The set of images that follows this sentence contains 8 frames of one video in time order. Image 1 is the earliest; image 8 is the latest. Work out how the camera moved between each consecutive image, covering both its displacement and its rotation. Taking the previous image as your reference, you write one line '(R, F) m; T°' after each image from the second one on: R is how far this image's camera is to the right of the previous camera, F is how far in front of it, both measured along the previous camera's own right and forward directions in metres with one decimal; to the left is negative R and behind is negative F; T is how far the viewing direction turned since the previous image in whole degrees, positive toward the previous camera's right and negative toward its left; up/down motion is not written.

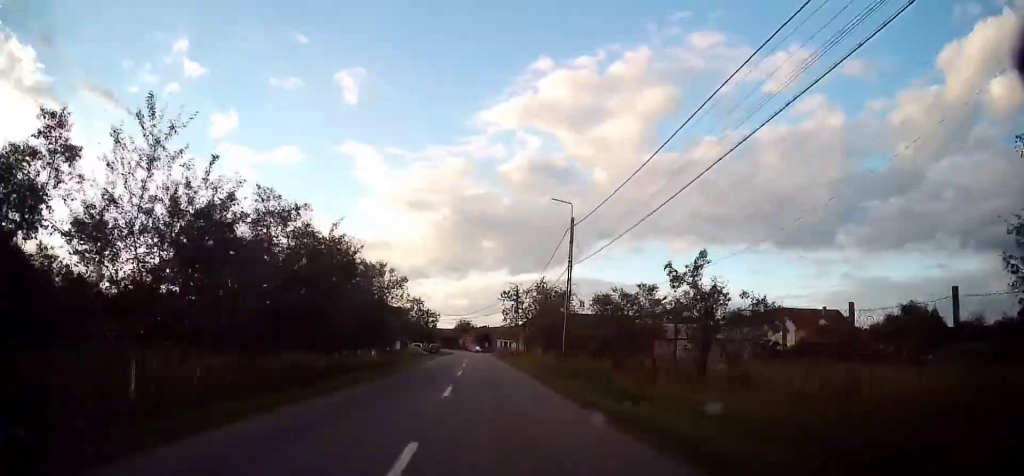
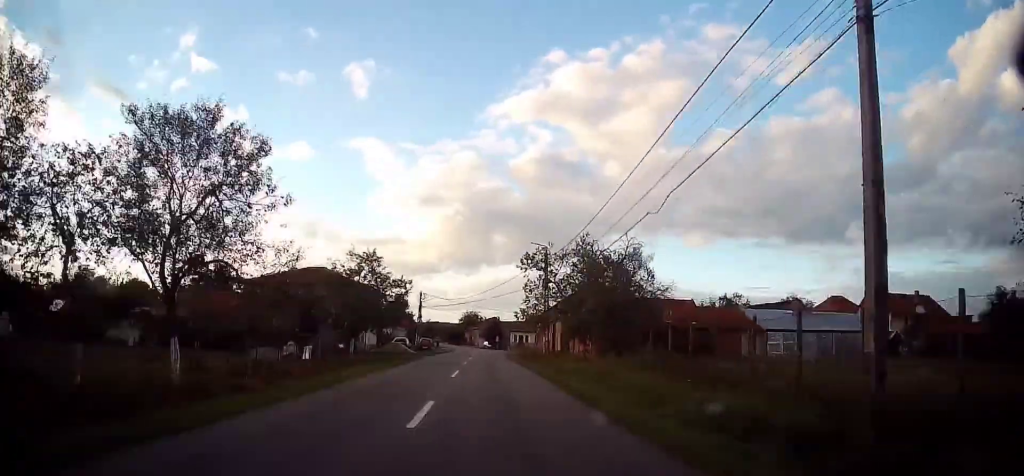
(-0.5, +23.3) m; -2°
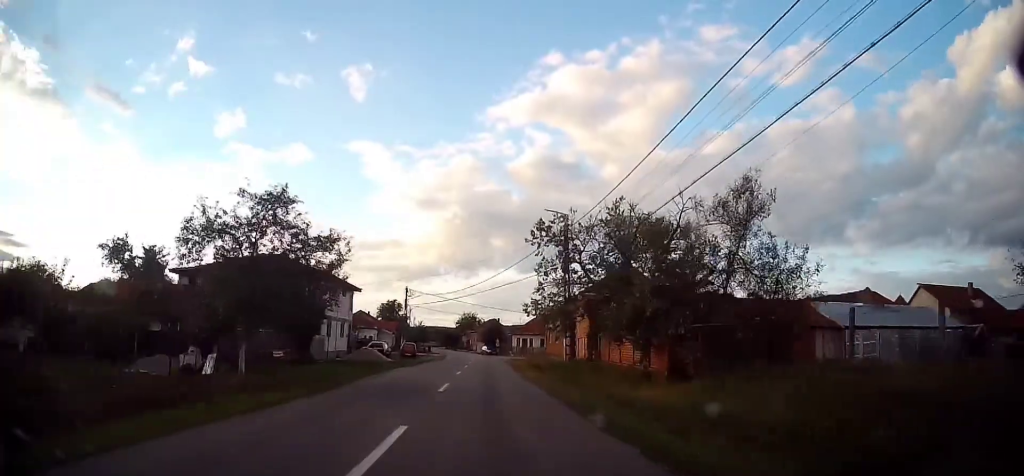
(0.0, +11.7) m; 0°
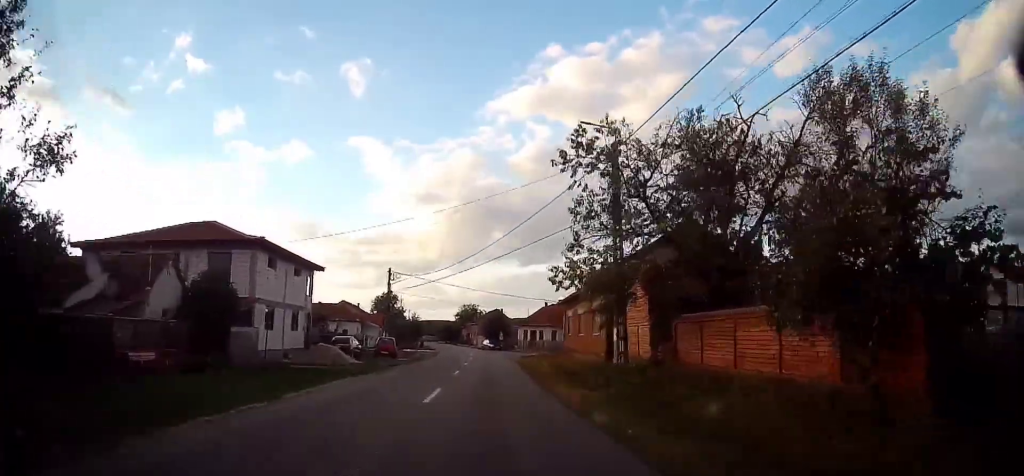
(+0.1, +11.9) m; 0°
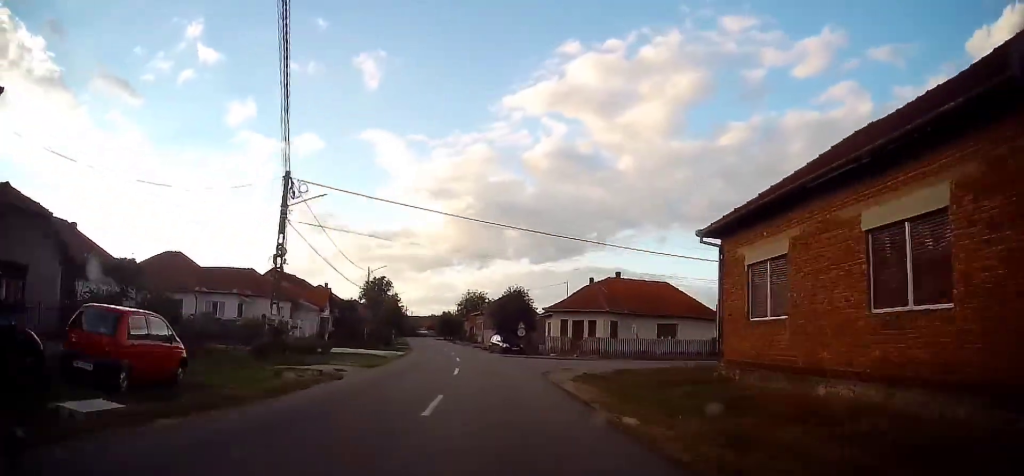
(0.0, +29.5) m; 0°
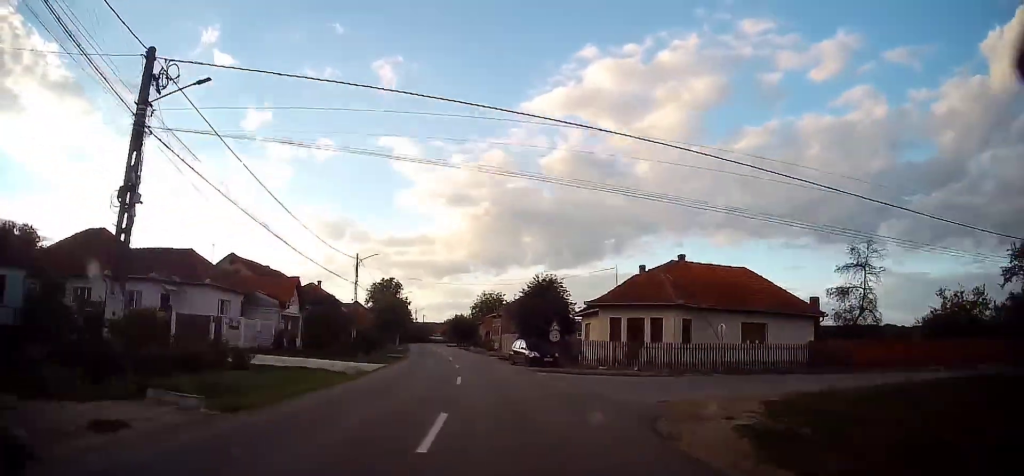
(-0.2, +12.0) m; -2°
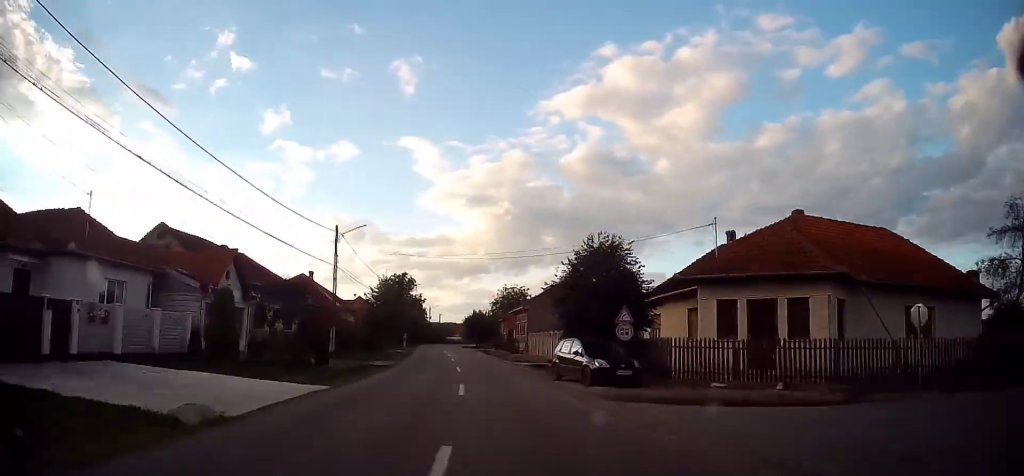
(-0.2, +11.9) m; -2°
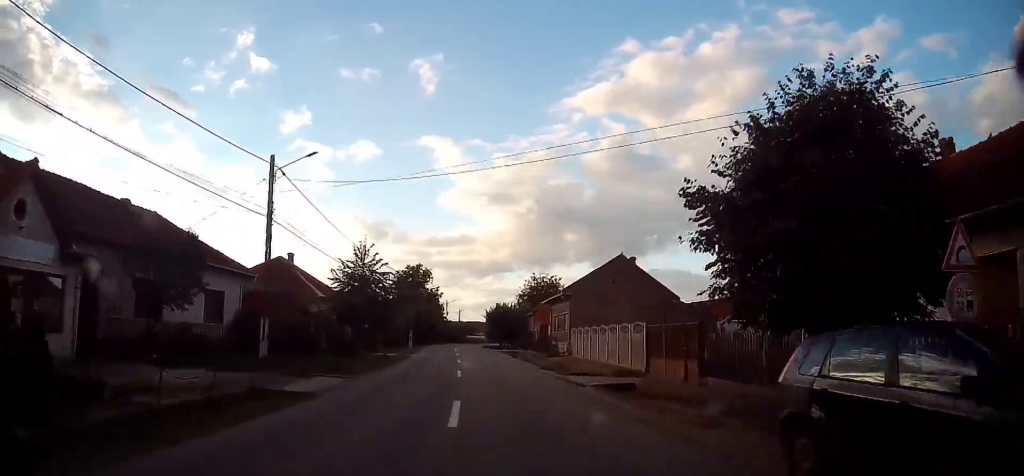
(-0.3, +13.7) m; -3°
